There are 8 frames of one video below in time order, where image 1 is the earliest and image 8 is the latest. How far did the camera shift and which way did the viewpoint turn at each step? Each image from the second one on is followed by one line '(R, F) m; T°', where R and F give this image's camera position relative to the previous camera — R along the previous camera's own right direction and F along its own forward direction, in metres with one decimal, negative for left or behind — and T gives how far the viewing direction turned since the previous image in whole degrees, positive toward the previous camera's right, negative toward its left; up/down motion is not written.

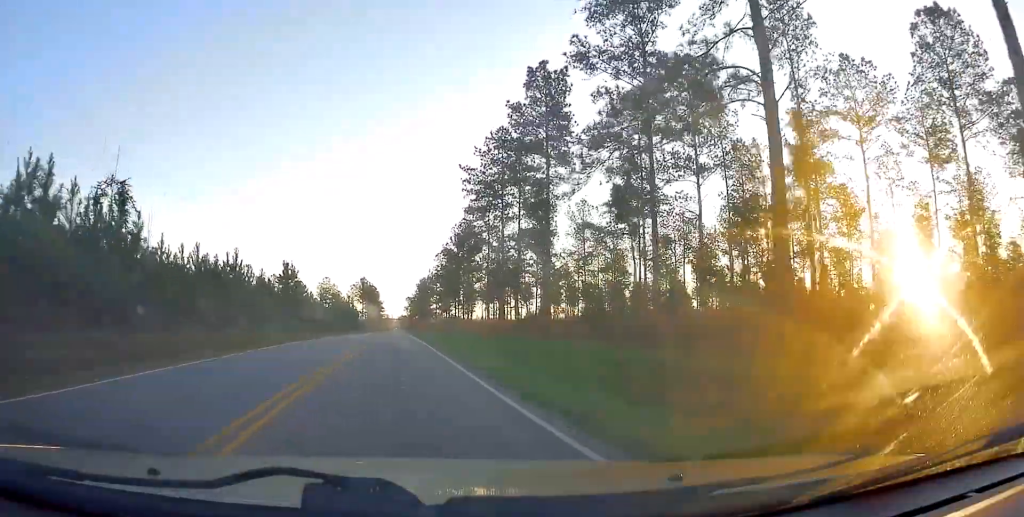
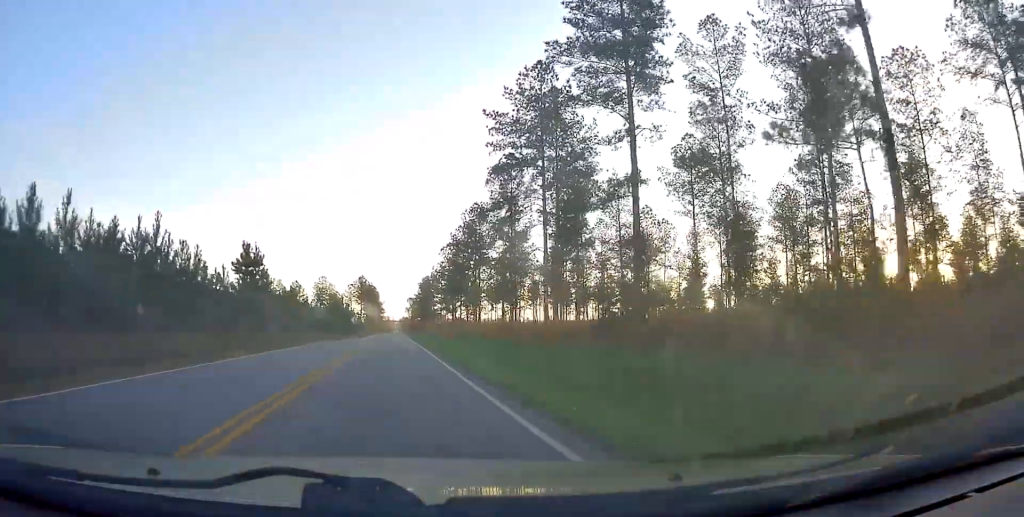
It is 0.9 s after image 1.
(+0.1, +14.5) m; 0°
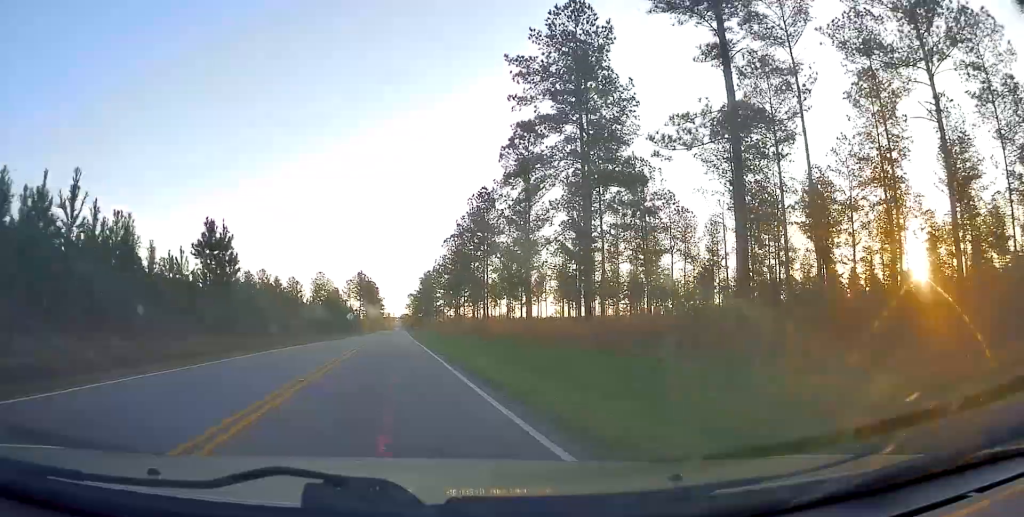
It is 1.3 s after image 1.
(0.0, +7.9) m; 0°
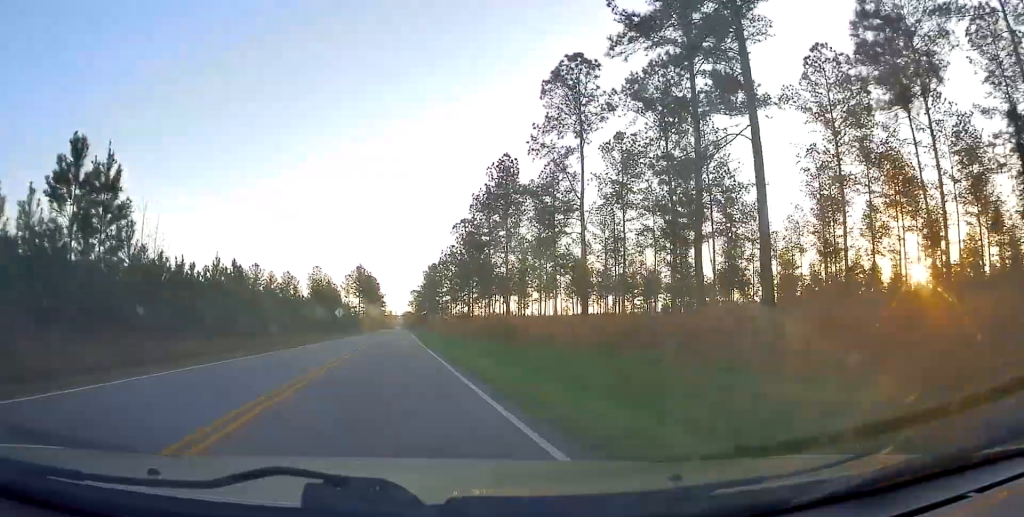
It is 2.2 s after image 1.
(+0.1, +14.6) m; -2°
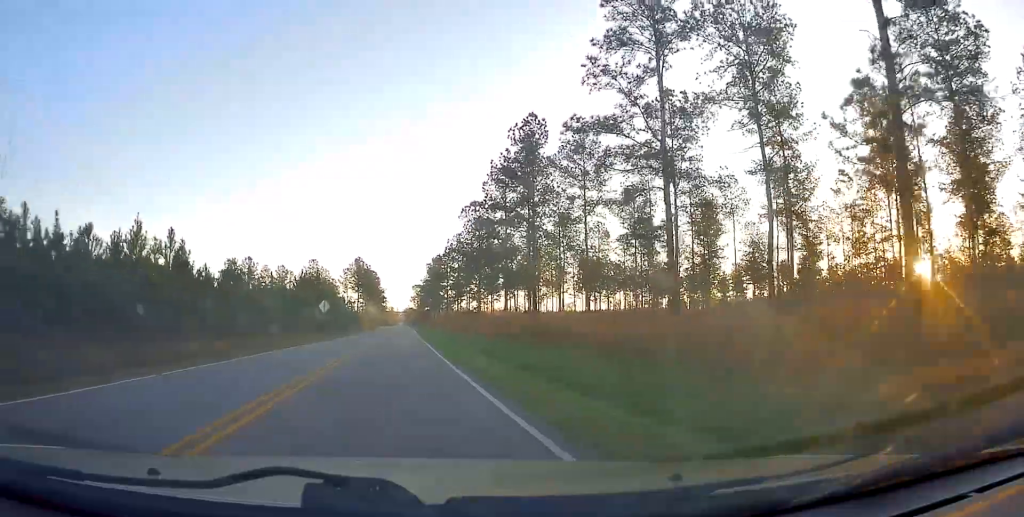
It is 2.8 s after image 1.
(-0.3, +11.7) m; +1°
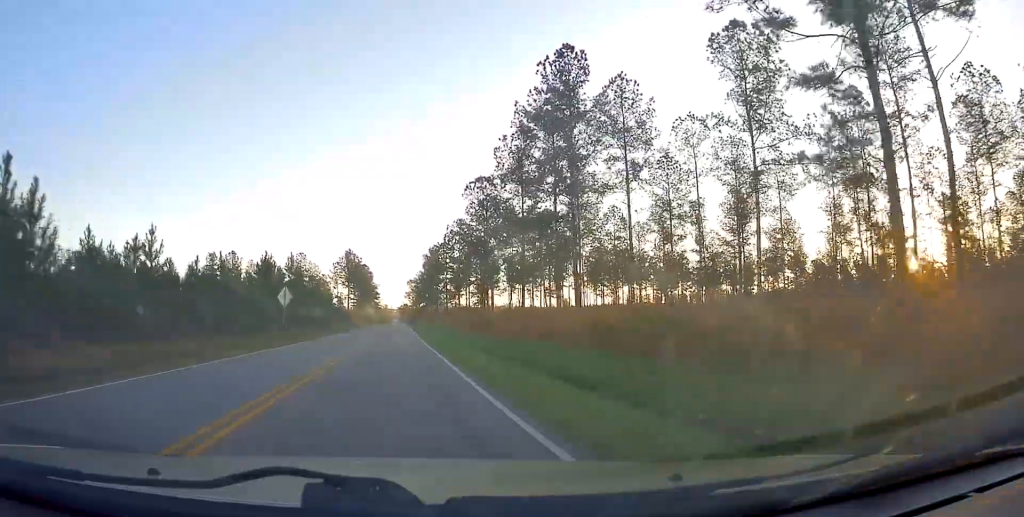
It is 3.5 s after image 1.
(0.0, +13.1) m; +1°
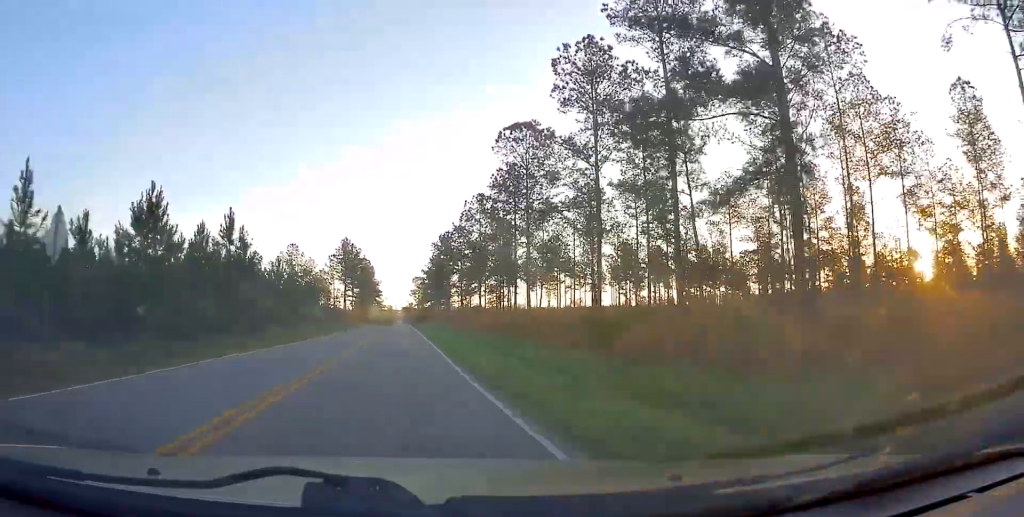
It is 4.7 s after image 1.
(+0.7, +21.4) m; 0°
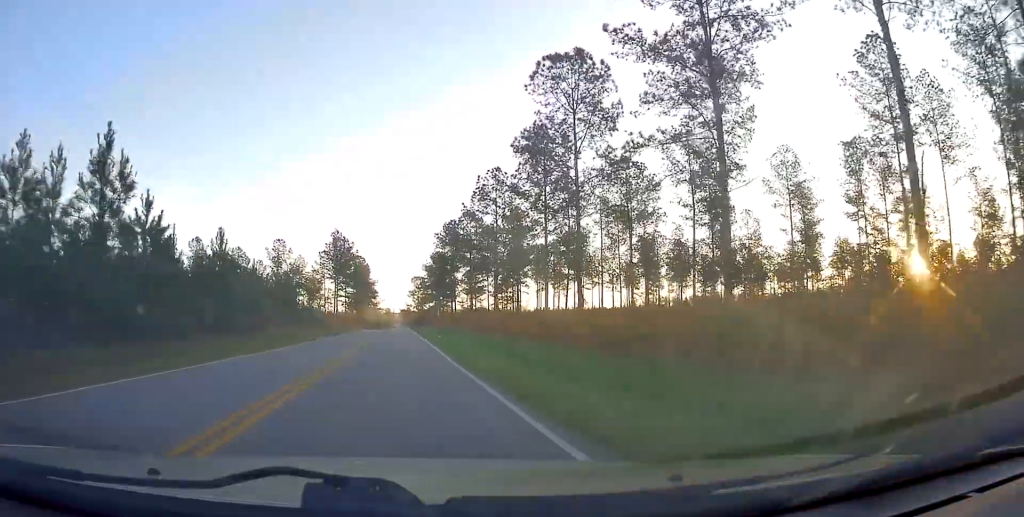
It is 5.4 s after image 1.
(-0.5, +15.8) m; -1°
